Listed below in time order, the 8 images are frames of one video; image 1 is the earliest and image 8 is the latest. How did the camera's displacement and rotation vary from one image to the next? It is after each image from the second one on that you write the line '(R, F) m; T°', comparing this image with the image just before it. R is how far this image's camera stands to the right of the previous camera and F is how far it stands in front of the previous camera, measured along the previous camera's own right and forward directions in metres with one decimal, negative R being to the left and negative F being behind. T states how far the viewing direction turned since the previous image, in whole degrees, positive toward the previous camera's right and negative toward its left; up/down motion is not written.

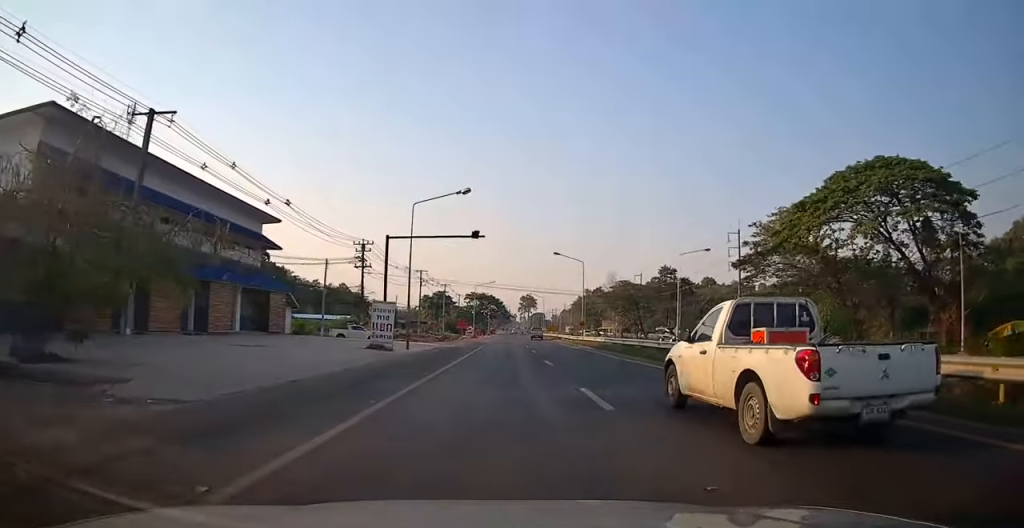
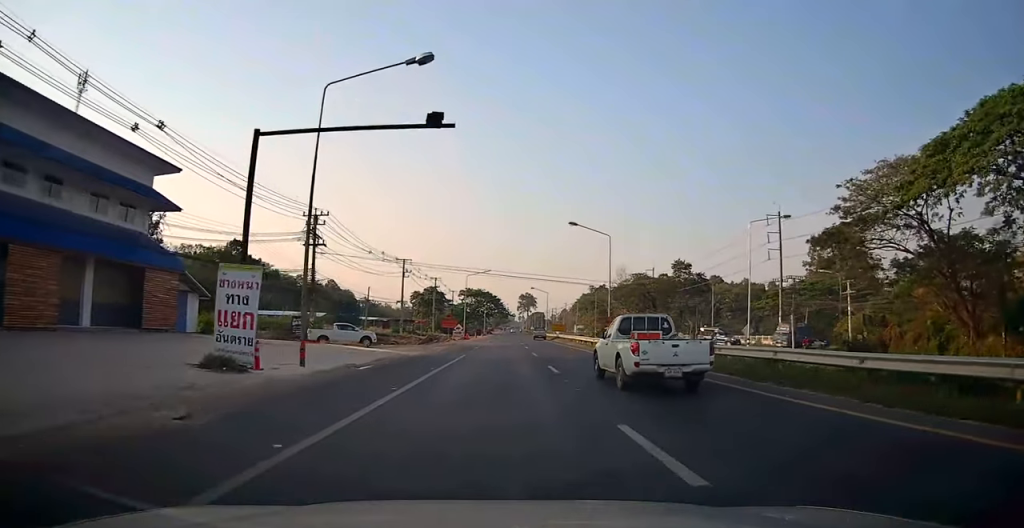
(+0.4, +16.5) m; +2°
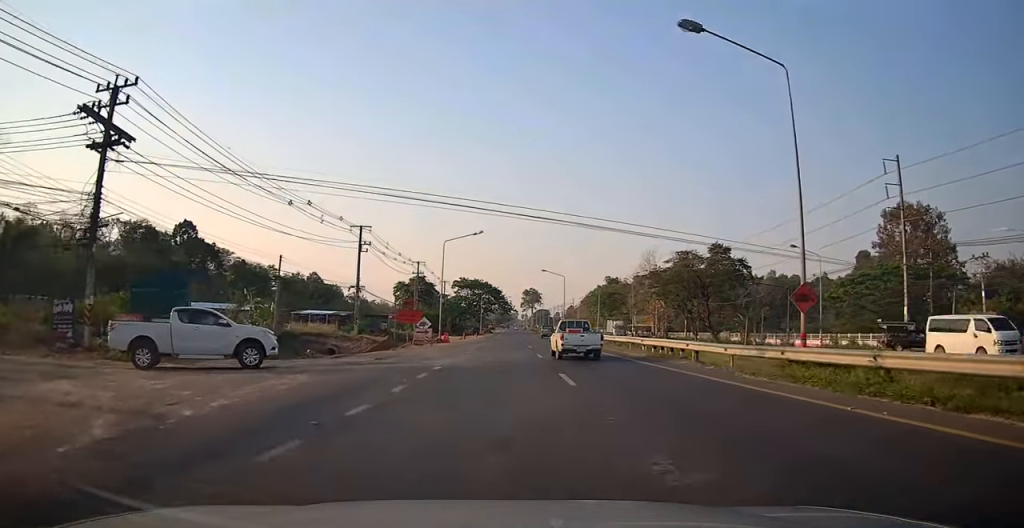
(-0.6, +28.5) m; -3°
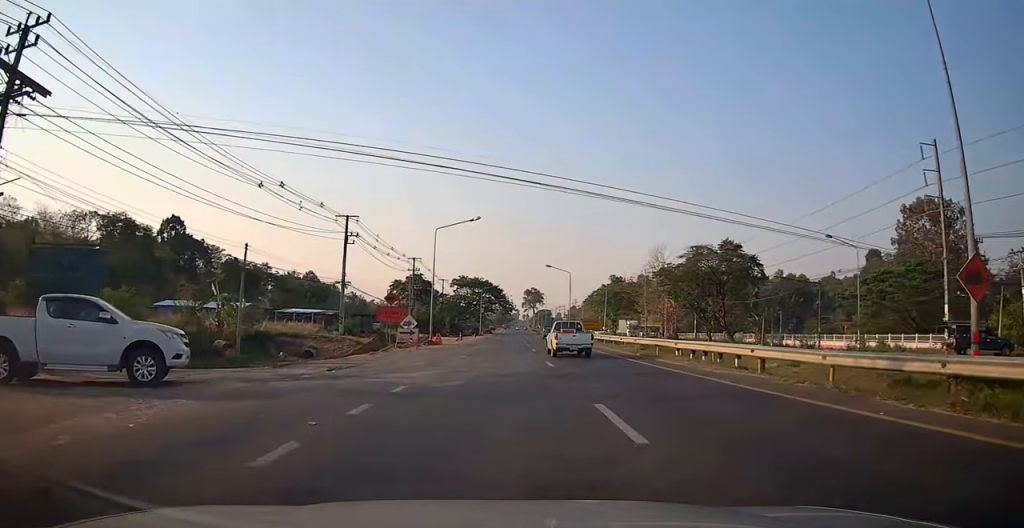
(0.0, +6.1) m; 0°
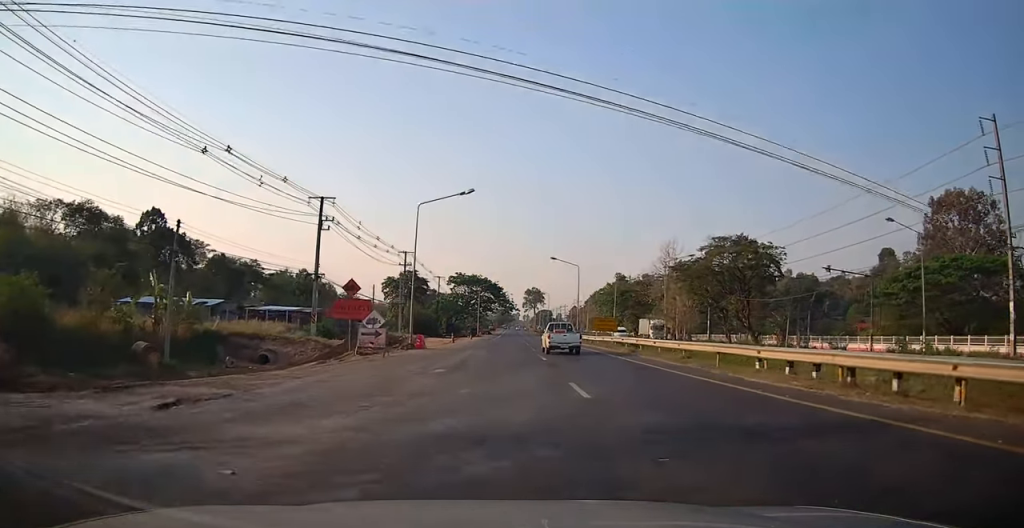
(0.0, +8.4) m; 0°
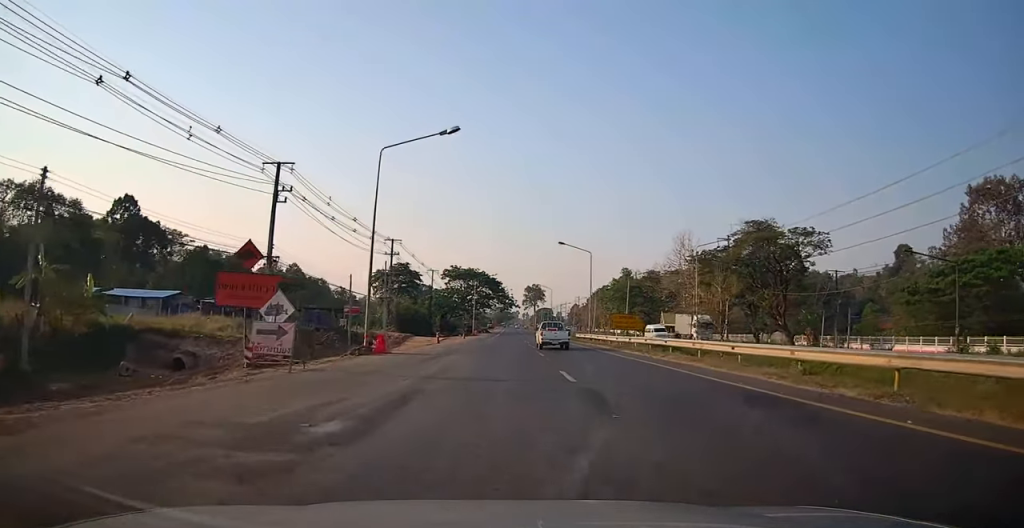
(0.0, +10.1) m; 0°
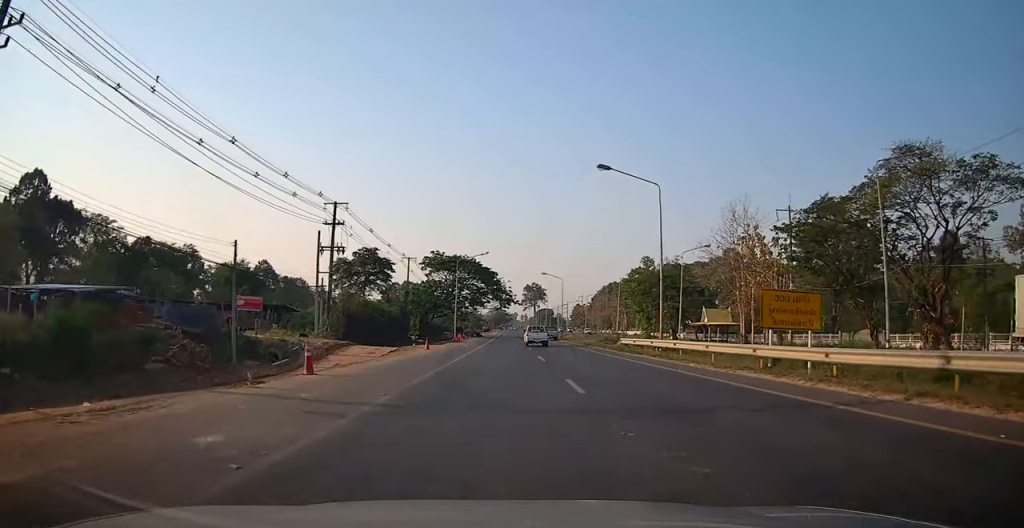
(0.0, +25.9) m; 0°
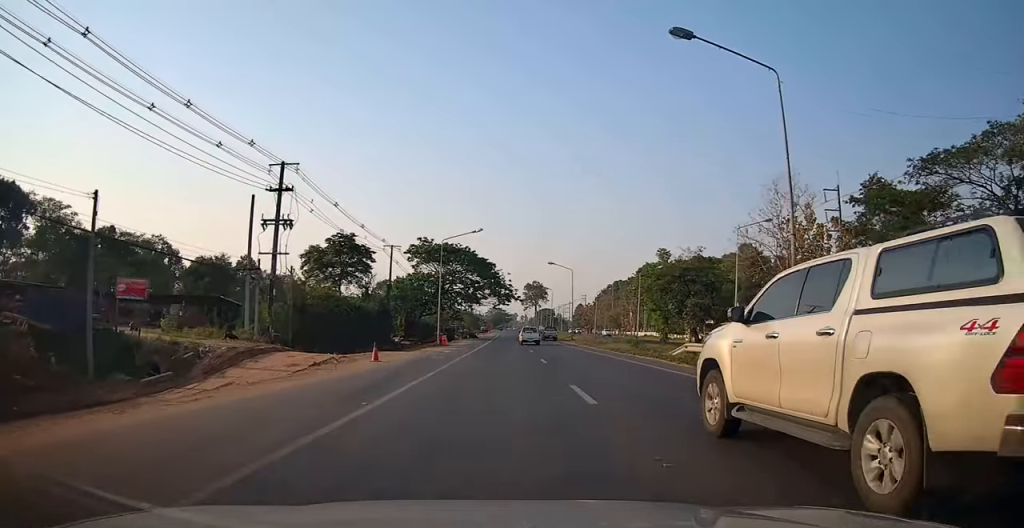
(0.0, +13.6) m; 0°
